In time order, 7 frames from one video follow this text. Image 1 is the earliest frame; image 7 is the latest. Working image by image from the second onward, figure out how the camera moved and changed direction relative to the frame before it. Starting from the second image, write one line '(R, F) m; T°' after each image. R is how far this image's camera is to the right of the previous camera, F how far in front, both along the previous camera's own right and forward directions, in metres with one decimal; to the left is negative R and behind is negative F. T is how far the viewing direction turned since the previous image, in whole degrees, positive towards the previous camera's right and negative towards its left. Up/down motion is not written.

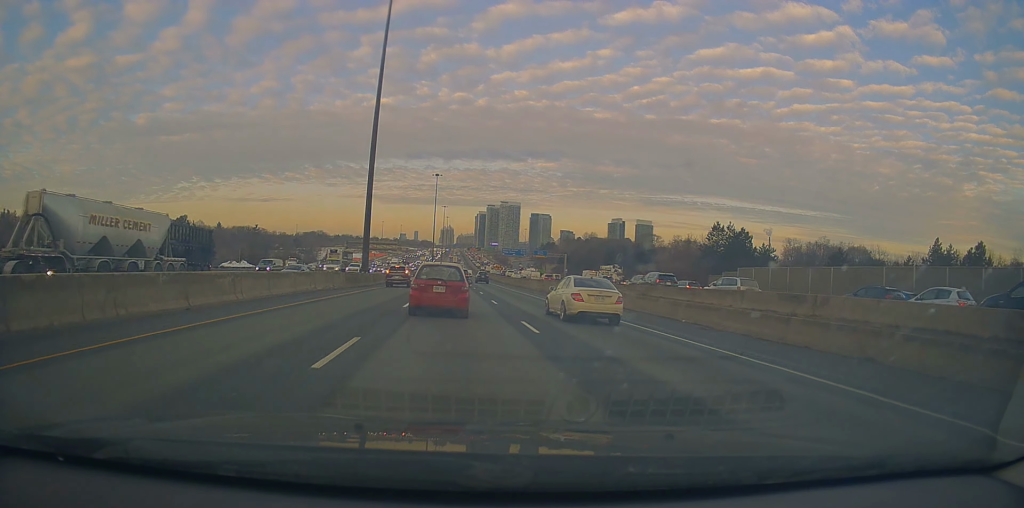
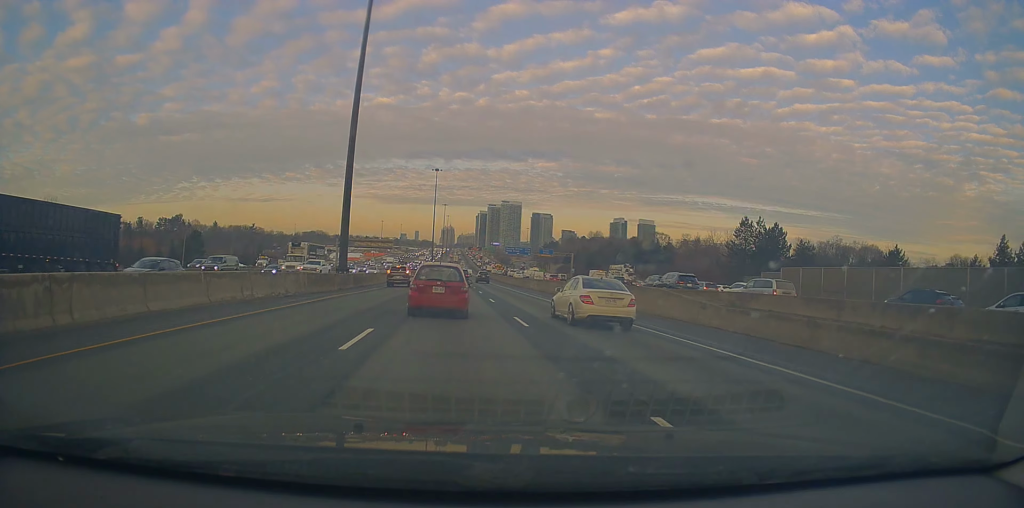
(-0.4, +10.5) m; 0°
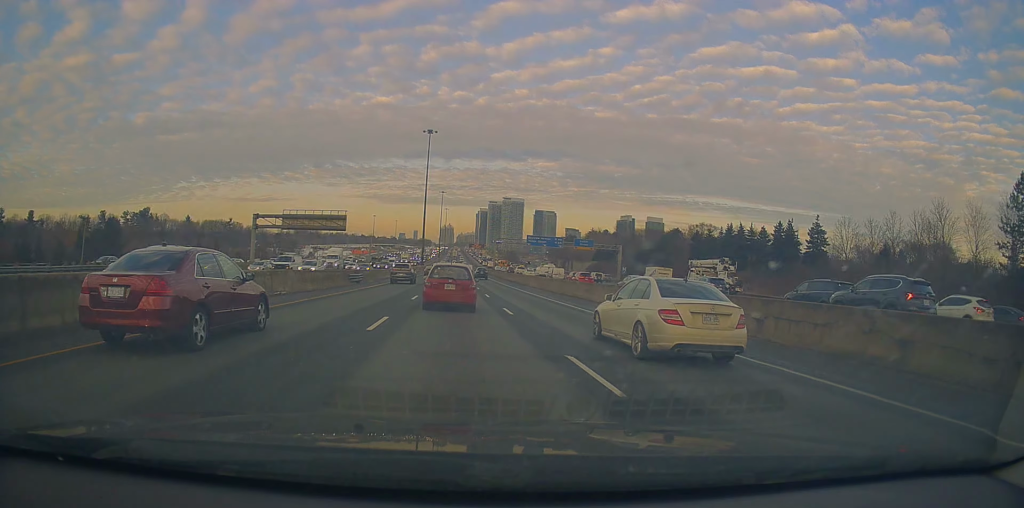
(-0.5, +56.7) m; 0°
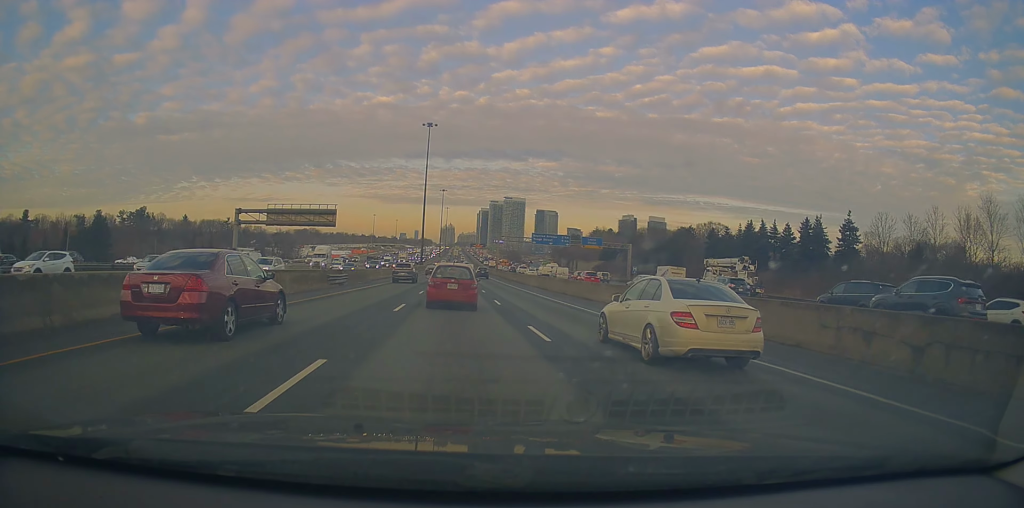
(+0.2, +7.1) m; +1°
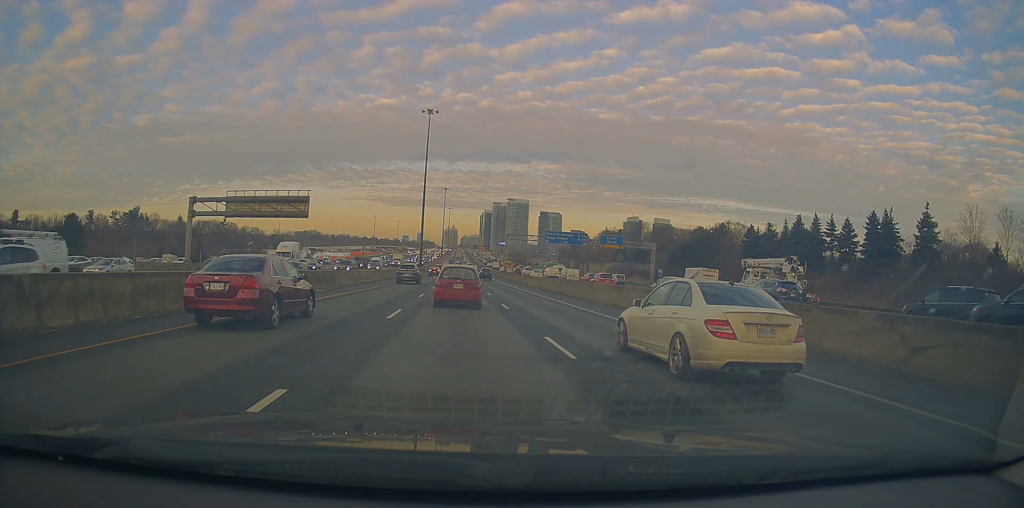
(+0.6, +14.1) m; +1°
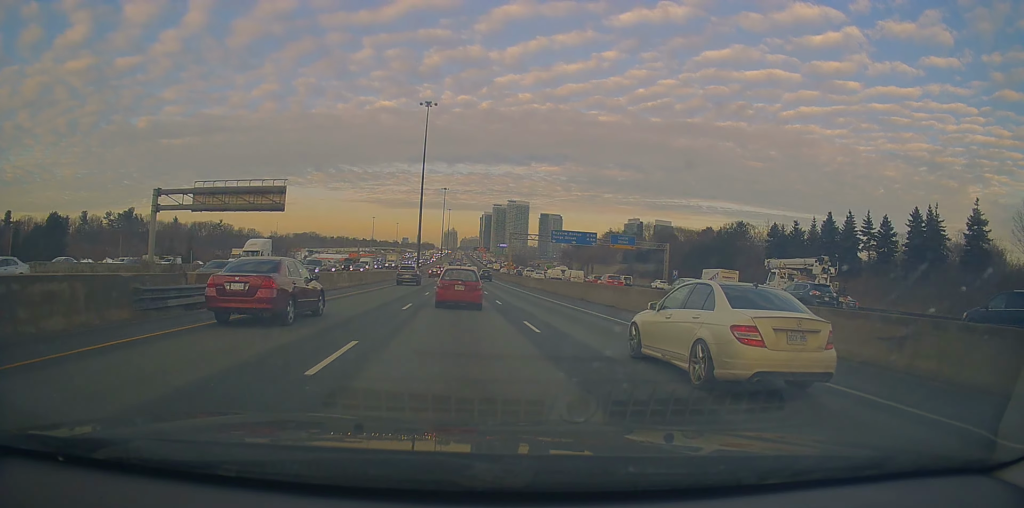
(-0.2, +7.6) m; -1°
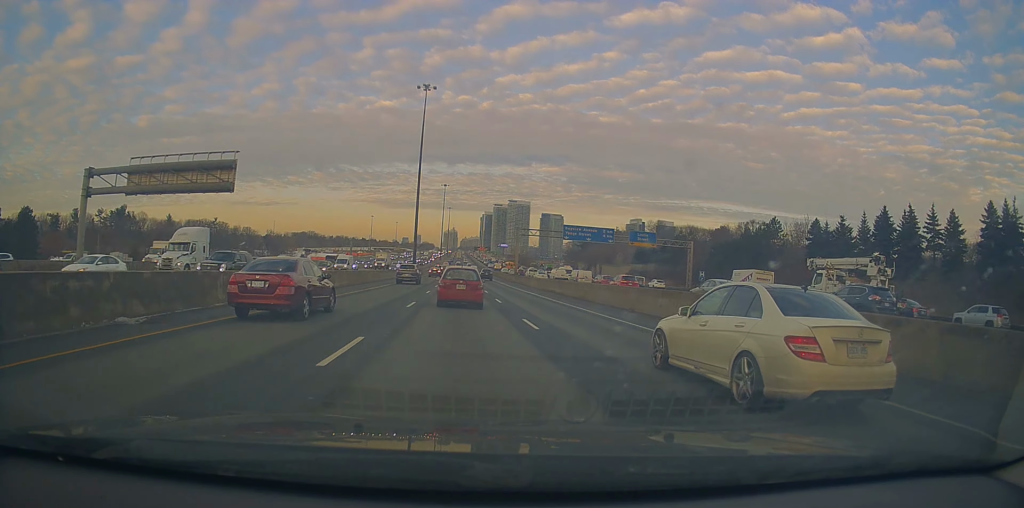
(-0.1, +11.0) m; -1°
